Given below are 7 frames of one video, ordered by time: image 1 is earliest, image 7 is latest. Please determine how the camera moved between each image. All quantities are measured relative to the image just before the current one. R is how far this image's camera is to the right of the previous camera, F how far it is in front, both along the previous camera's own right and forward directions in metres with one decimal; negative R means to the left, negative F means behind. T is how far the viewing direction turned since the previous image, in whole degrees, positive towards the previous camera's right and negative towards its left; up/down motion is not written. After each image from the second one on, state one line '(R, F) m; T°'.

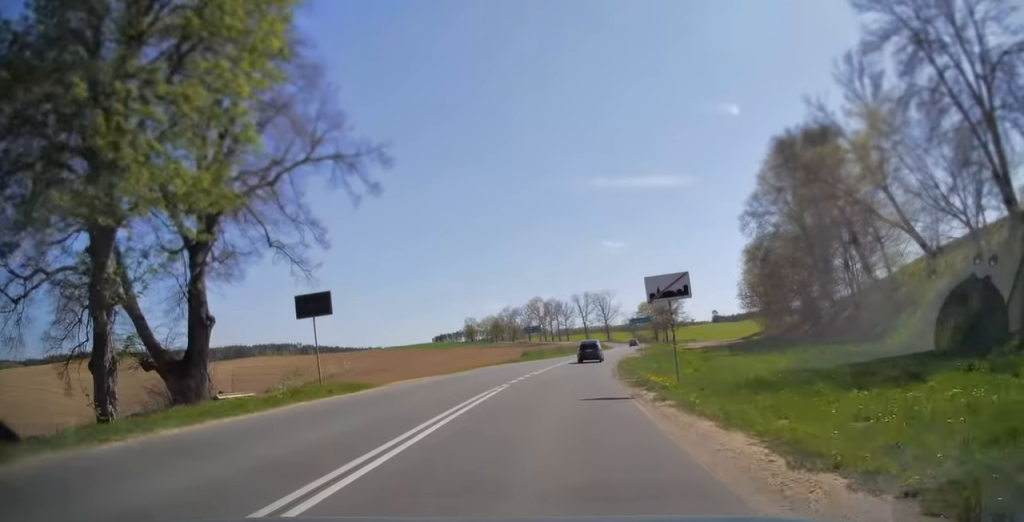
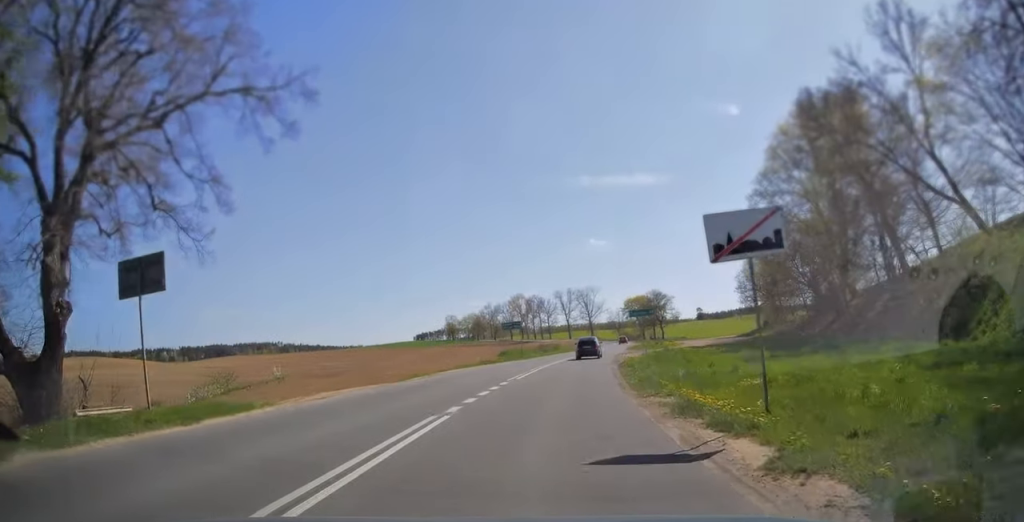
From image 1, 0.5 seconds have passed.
(+0.2, +8.0) m; +2°
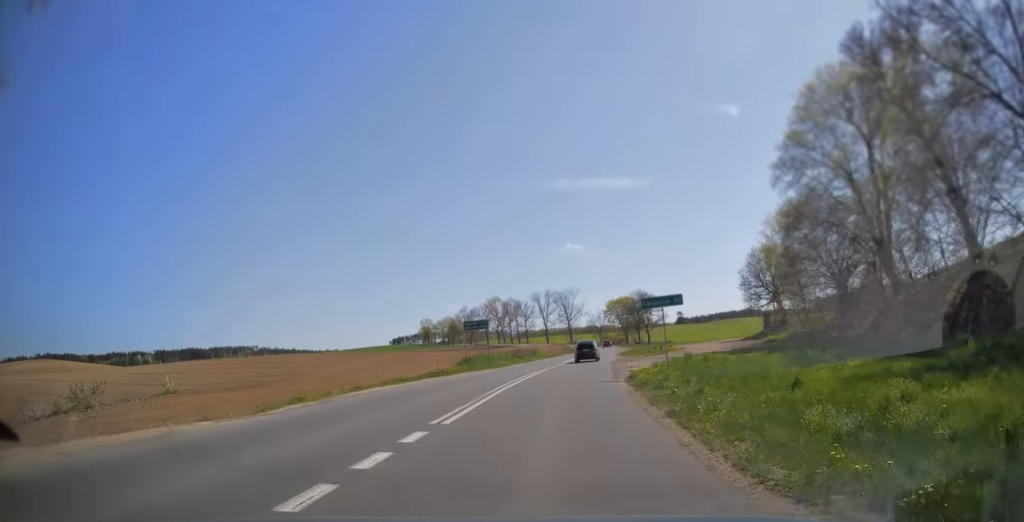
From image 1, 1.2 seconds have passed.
(+0.2, +11.1) m; +2°
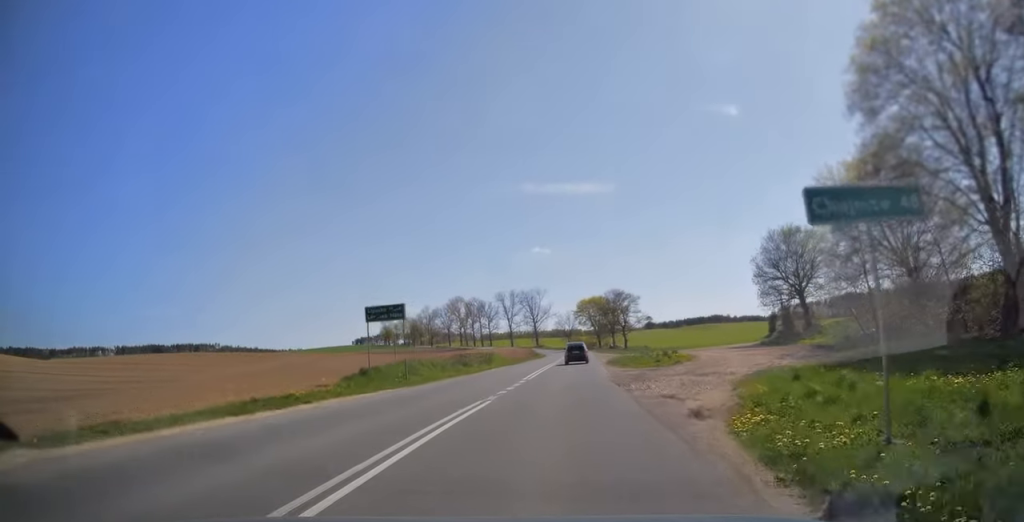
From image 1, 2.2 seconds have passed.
(+0.4, +16.5) m; +3°
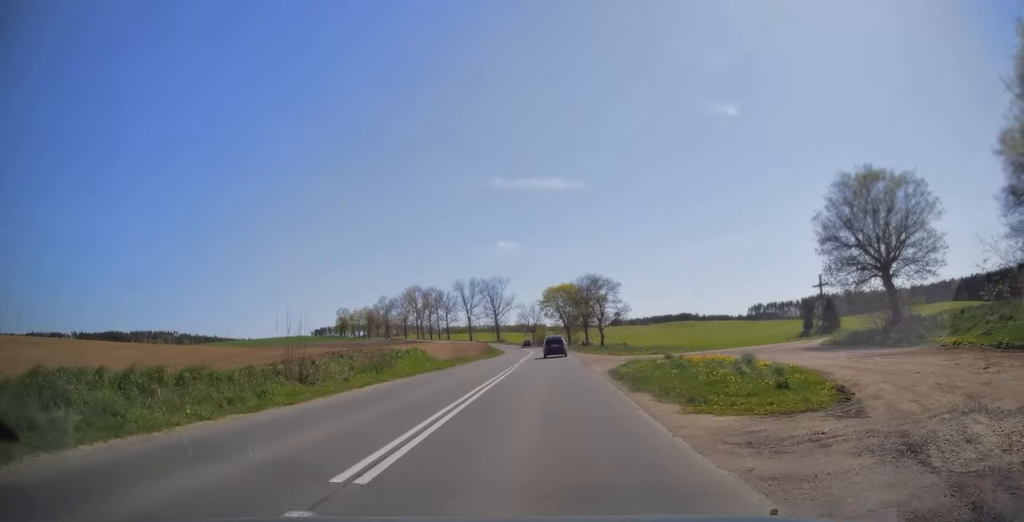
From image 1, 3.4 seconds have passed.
(+0.7, +21.9) m; +3°
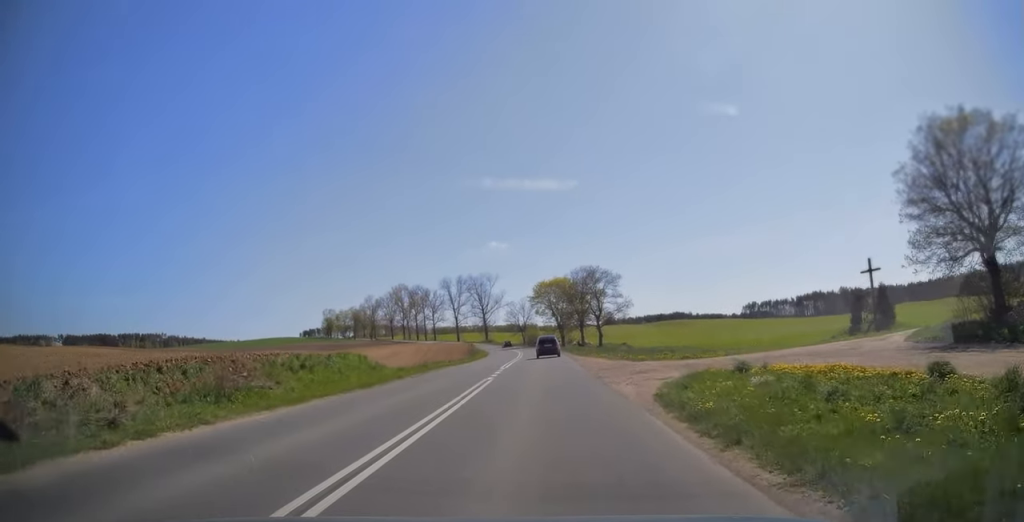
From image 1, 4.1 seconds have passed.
(+0.1, +11.4) m; +1°
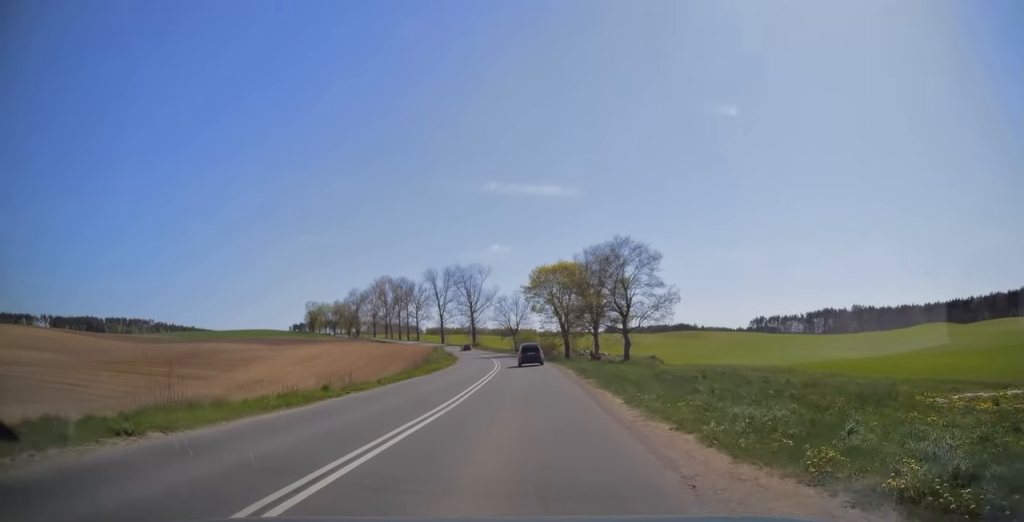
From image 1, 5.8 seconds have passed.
(0.0, +31.1) m; -1°
